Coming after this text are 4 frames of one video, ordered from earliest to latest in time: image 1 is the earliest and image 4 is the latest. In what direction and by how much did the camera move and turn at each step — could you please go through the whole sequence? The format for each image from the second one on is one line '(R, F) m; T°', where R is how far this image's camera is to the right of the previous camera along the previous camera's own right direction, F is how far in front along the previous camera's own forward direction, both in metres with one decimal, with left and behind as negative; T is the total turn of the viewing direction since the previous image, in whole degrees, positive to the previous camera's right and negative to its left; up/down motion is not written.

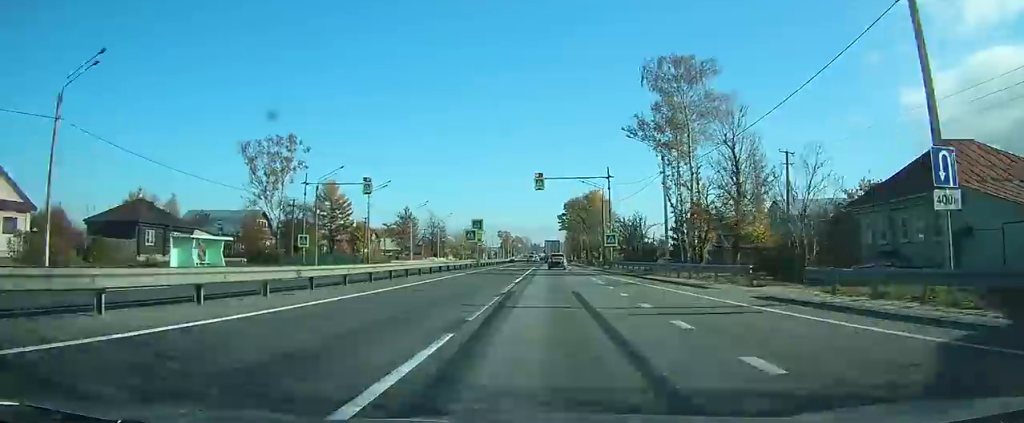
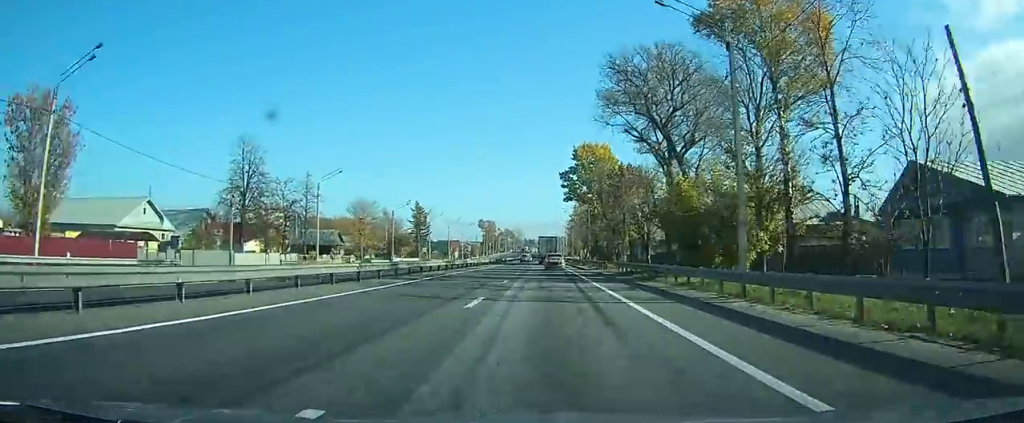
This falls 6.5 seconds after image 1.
(-0.5, +110.4) m; 0°
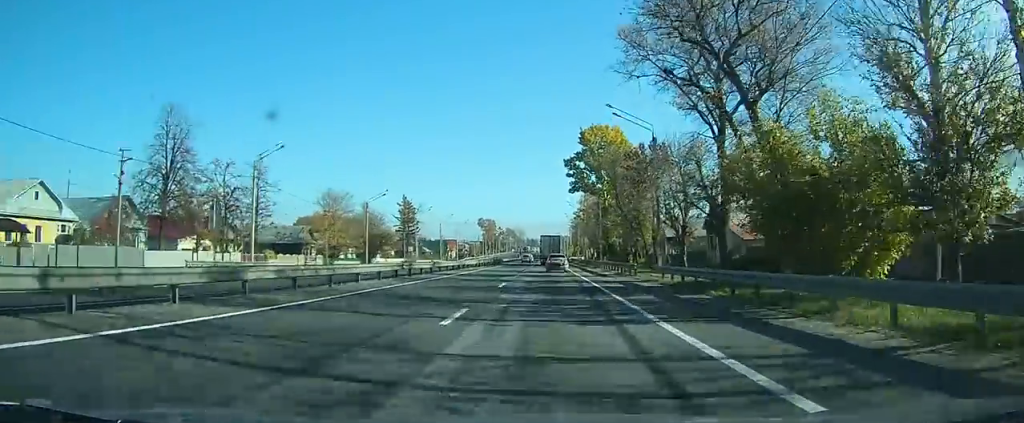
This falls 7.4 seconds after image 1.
(0.0, +14.3) m; 0°
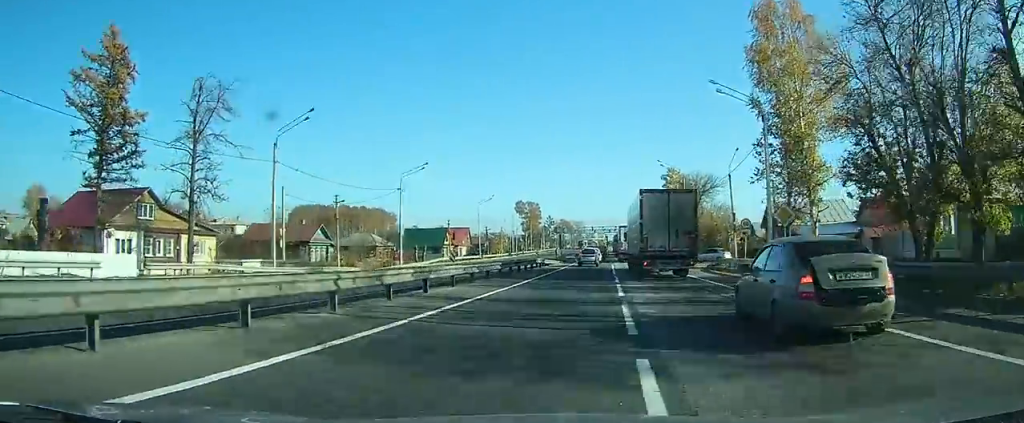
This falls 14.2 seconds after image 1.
(-2.6, +96.4) m; -3°
